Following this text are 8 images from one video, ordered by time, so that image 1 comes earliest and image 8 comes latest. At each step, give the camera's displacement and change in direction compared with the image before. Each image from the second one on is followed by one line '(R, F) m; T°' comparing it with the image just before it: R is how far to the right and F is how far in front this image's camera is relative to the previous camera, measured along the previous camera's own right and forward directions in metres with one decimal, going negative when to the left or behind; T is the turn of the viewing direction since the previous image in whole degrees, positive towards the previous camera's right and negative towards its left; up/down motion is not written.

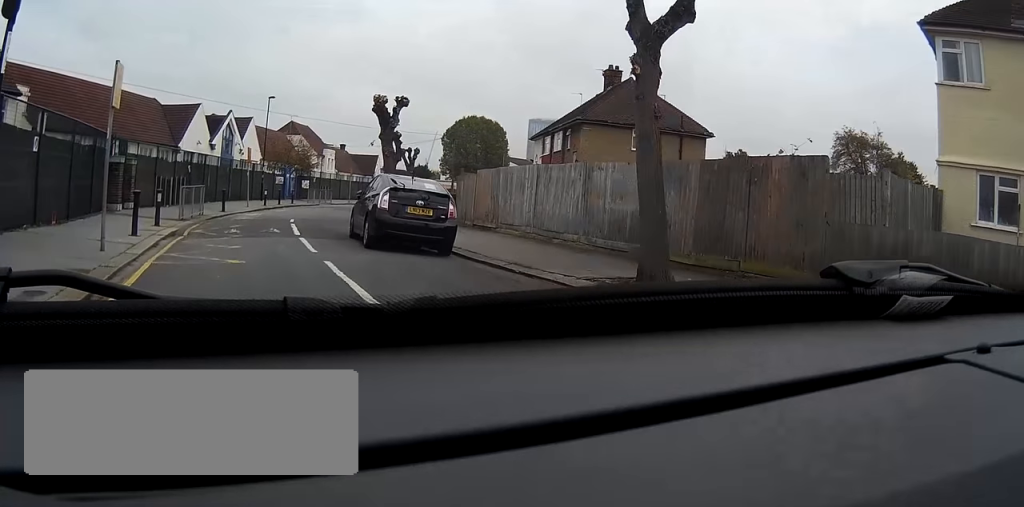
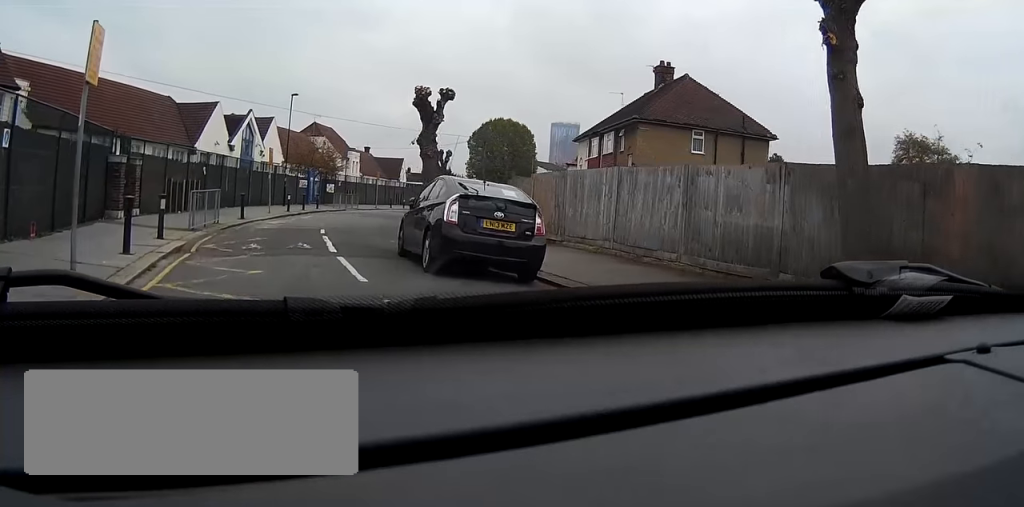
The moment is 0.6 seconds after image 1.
(0.0, +3.4) m; -2°
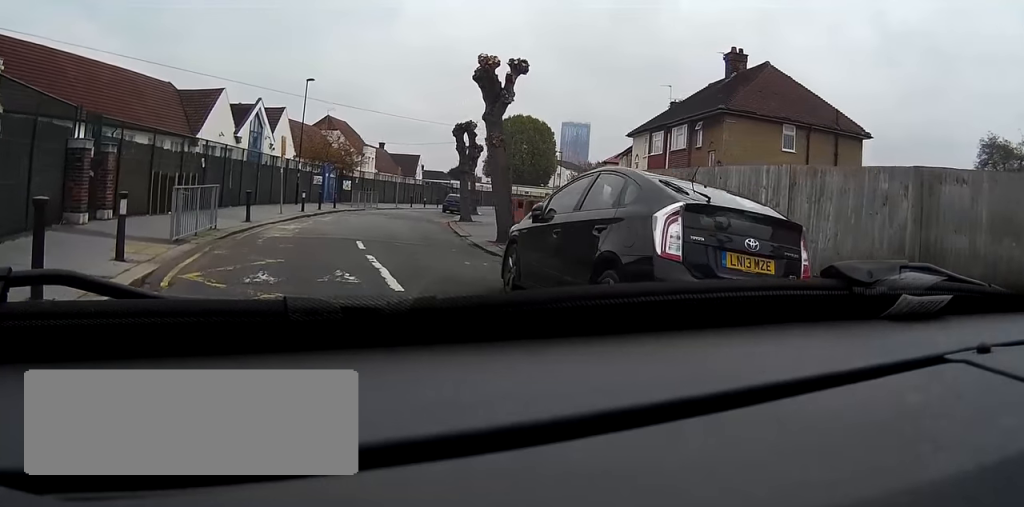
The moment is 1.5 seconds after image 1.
(-0.1, +5.6) m; -2°
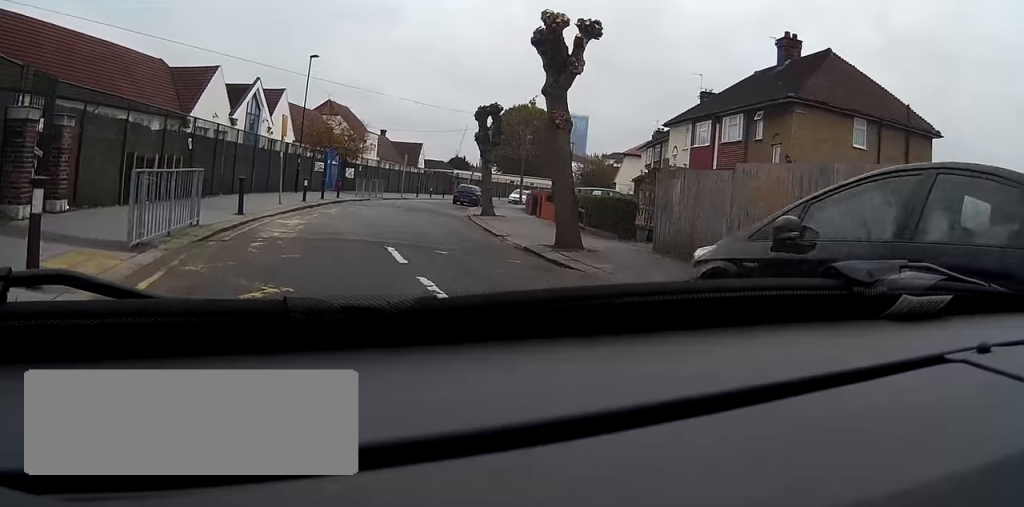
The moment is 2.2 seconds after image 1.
(-0.1, +4.0) m; -1°
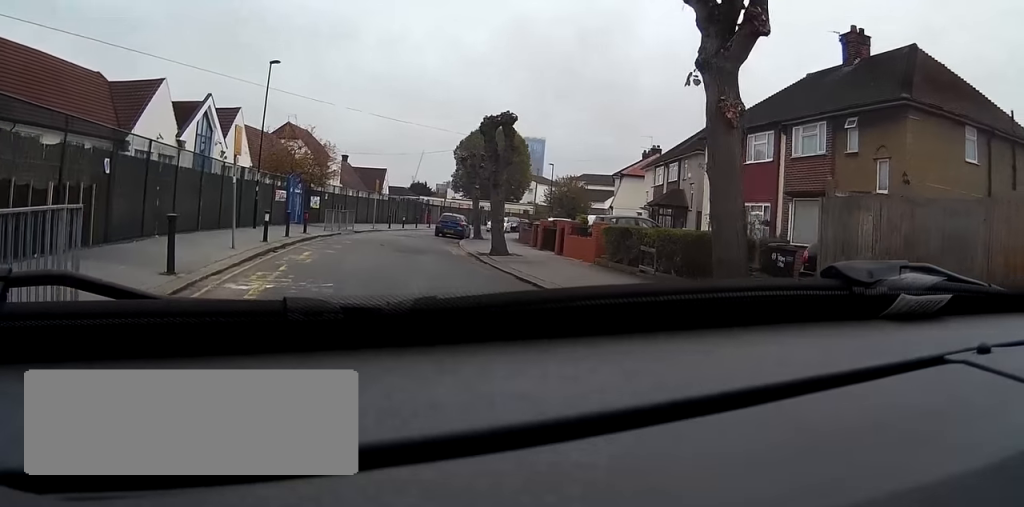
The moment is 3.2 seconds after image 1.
(+0.1, +7.0) m; +5°
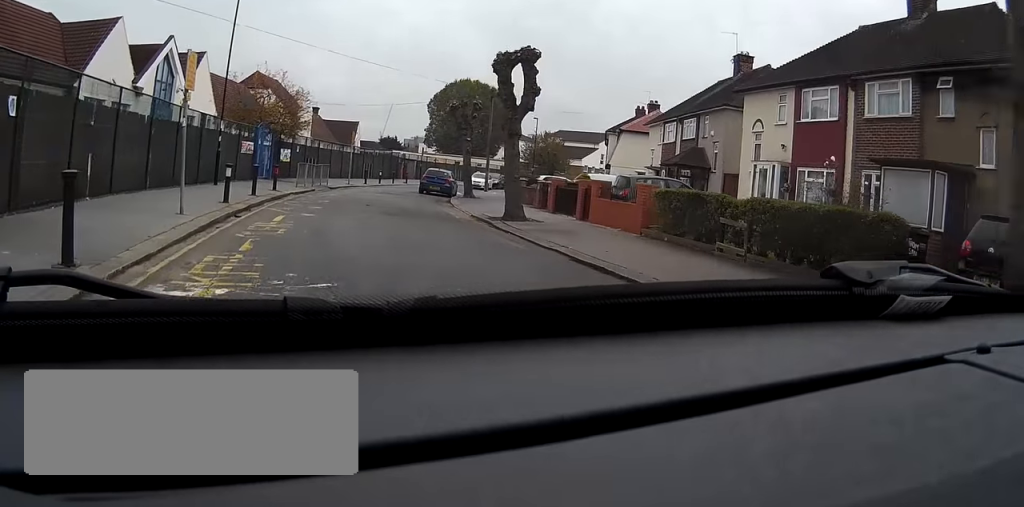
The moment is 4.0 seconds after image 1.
(+0.3, +4.8) m; +4°
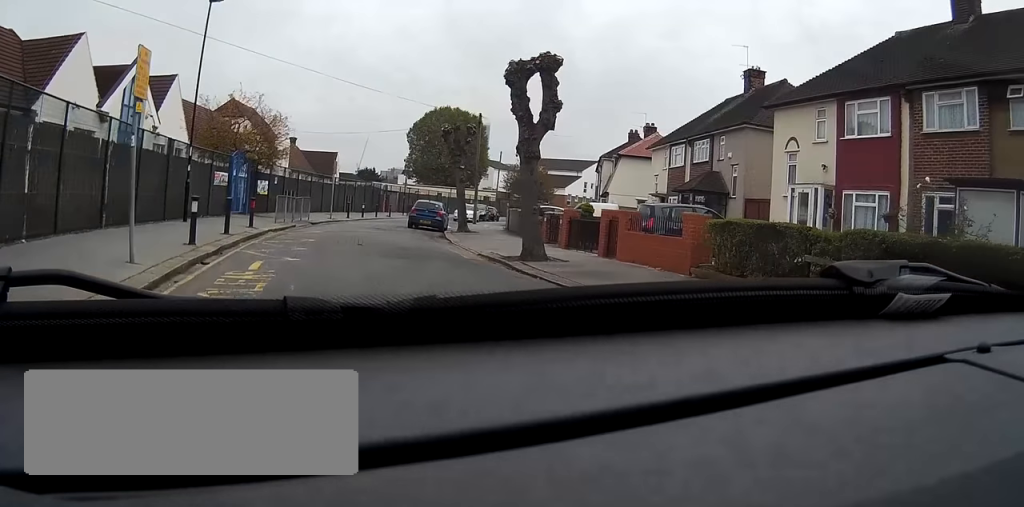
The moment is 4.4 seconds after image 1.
(+0.1, +3.1) m; +2°
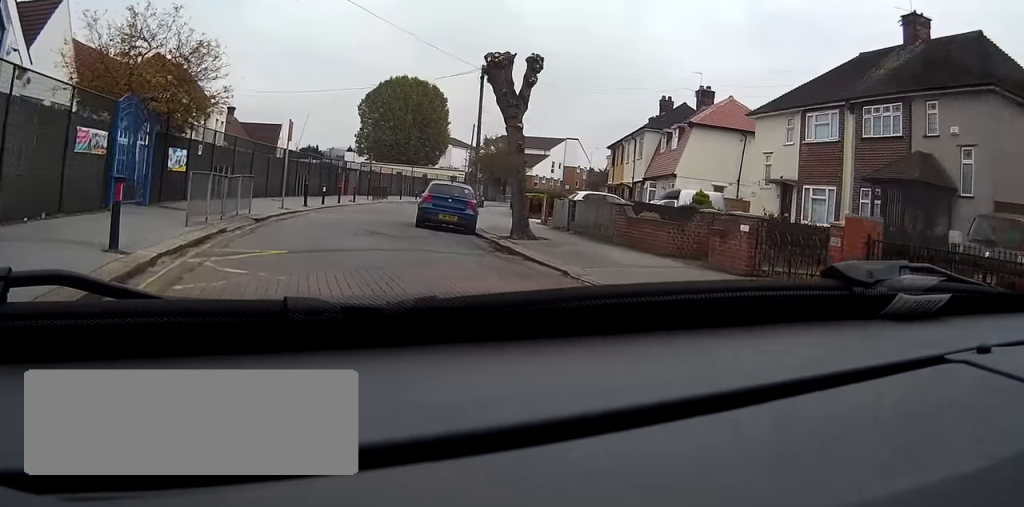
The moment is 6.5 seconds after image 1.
(+0.6, +14.3) m; +4°
